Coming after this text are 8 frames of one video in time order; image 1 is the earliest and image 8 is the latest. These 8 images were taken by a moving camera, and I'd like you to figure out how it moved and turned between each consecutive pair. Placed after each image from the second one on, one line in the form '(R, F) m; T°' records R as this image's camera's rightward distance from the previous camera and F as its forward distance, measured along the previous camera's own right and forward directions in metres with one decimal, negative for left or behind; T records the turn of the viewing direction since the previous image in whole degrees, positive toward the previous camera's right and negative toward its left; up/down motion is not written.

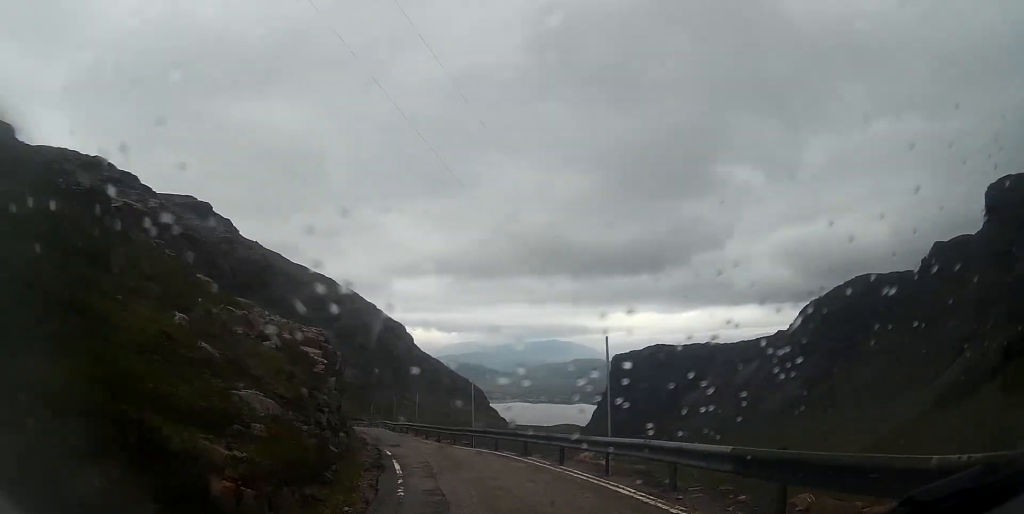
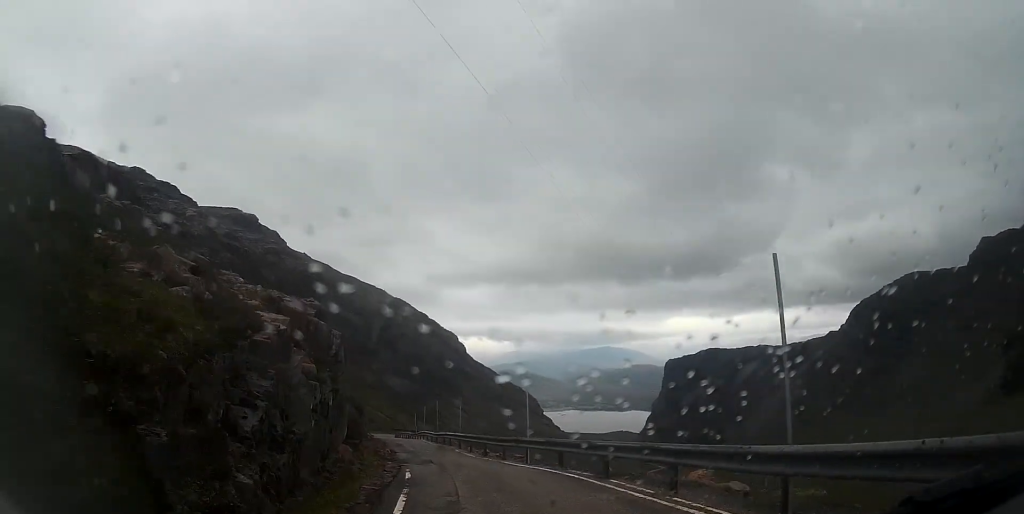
(-0.4, +5.6) m; -4°
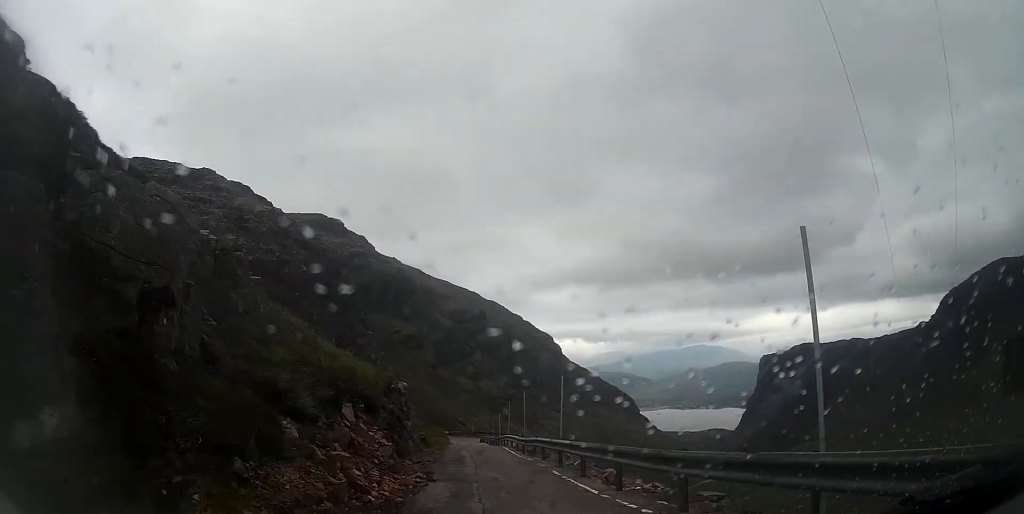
(-0.8, +12.9) m; -5°
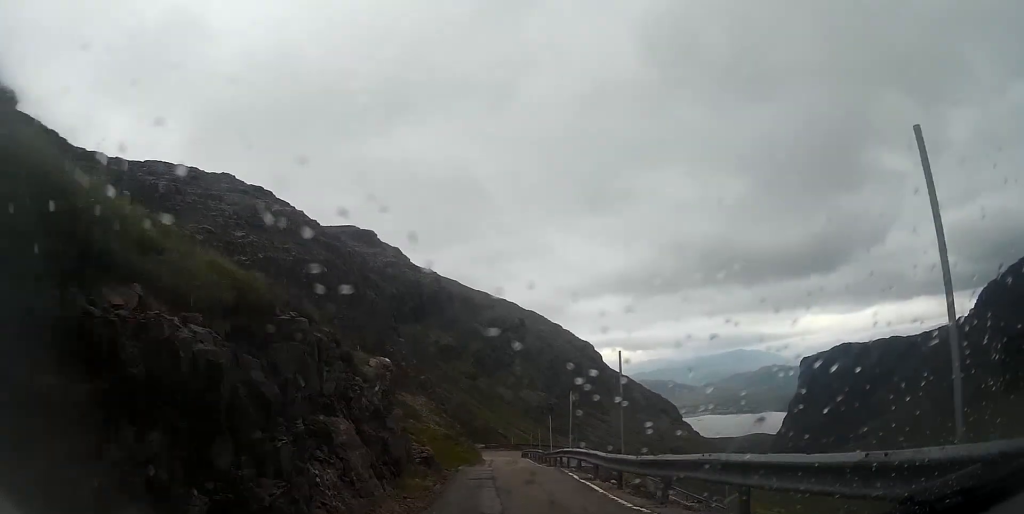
(-0.7, +13.8) m; -8°
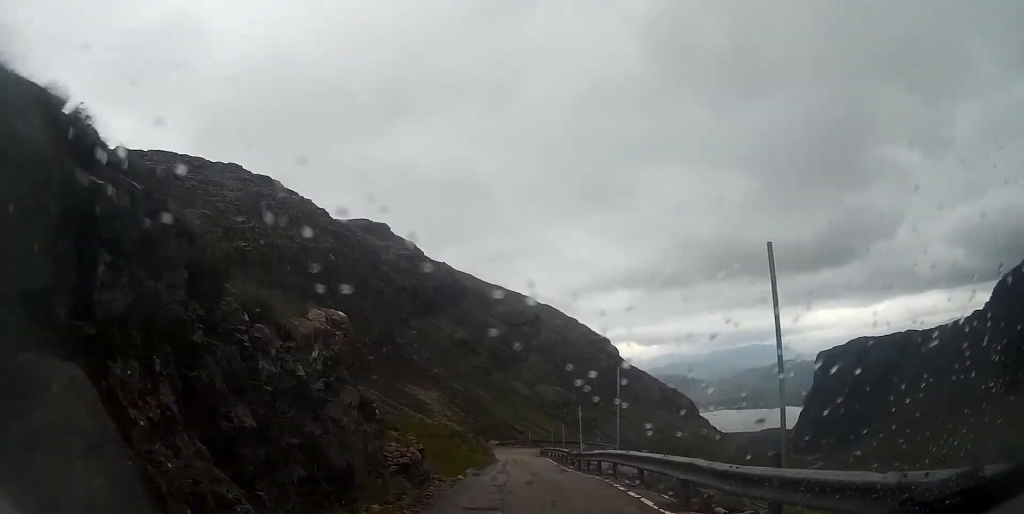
(-0.3, +6.3) m; -1°
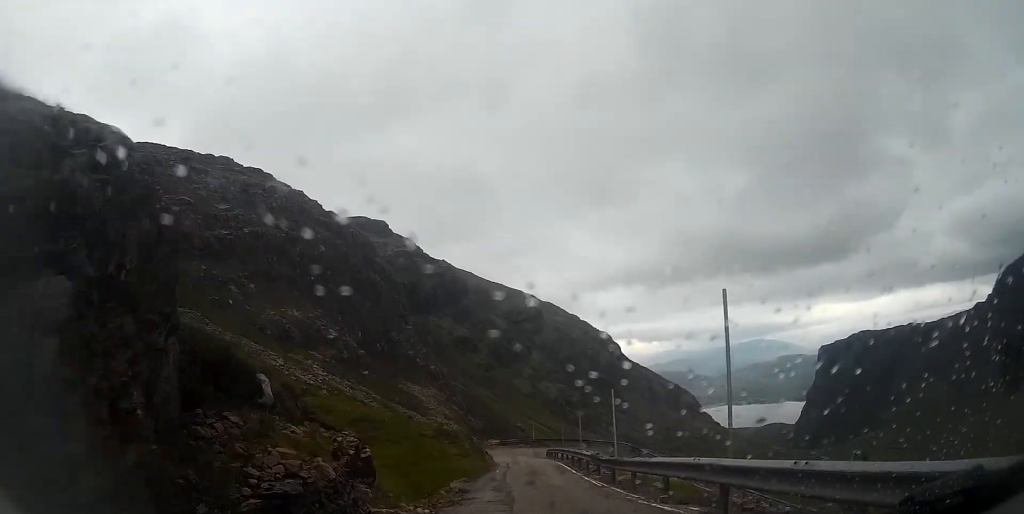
(0.0, +7.1) m; 0°
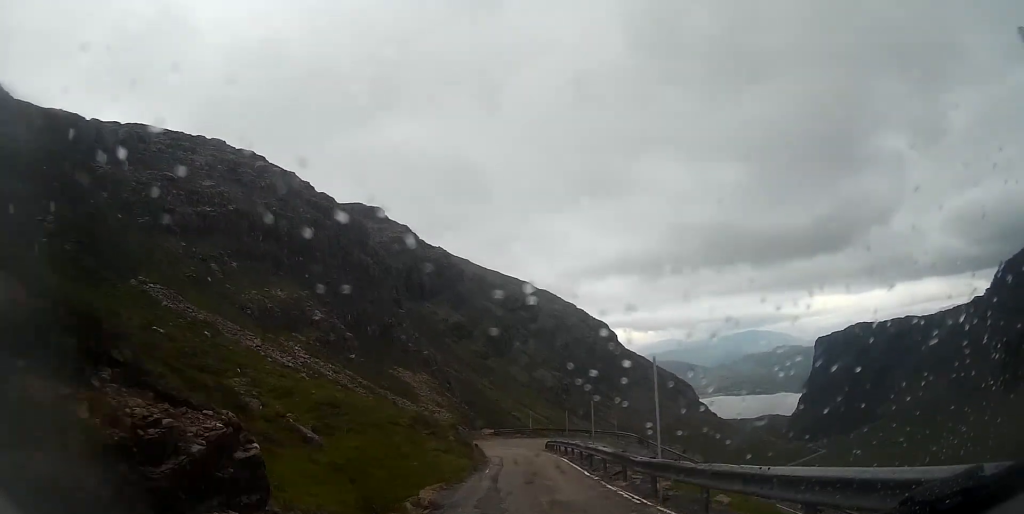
(+0.2, +5.2) m; 0°
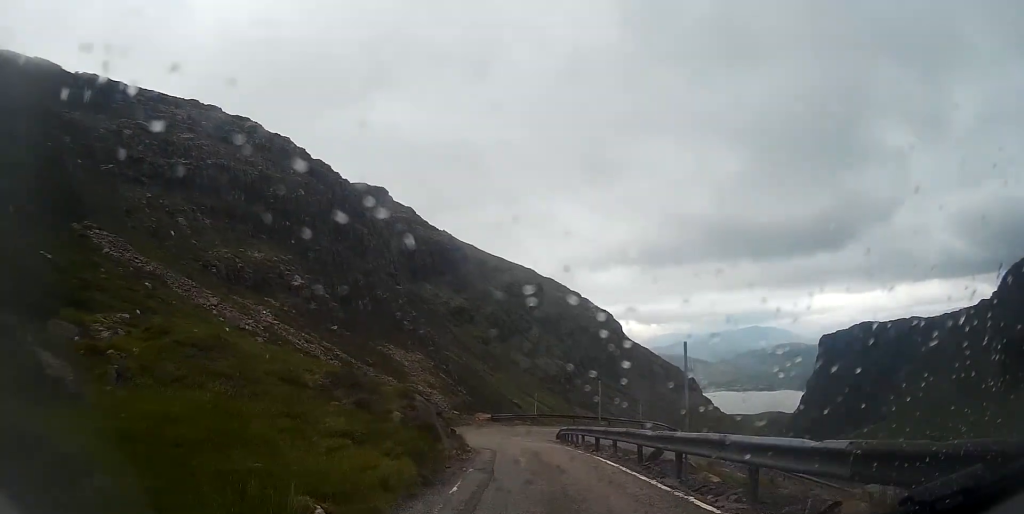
(-0.1, +10.5) m; +2°
